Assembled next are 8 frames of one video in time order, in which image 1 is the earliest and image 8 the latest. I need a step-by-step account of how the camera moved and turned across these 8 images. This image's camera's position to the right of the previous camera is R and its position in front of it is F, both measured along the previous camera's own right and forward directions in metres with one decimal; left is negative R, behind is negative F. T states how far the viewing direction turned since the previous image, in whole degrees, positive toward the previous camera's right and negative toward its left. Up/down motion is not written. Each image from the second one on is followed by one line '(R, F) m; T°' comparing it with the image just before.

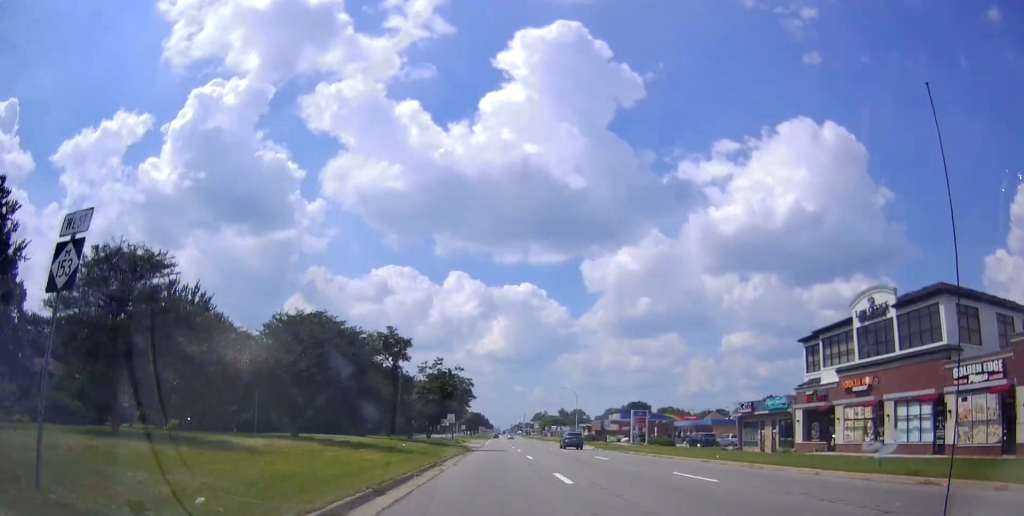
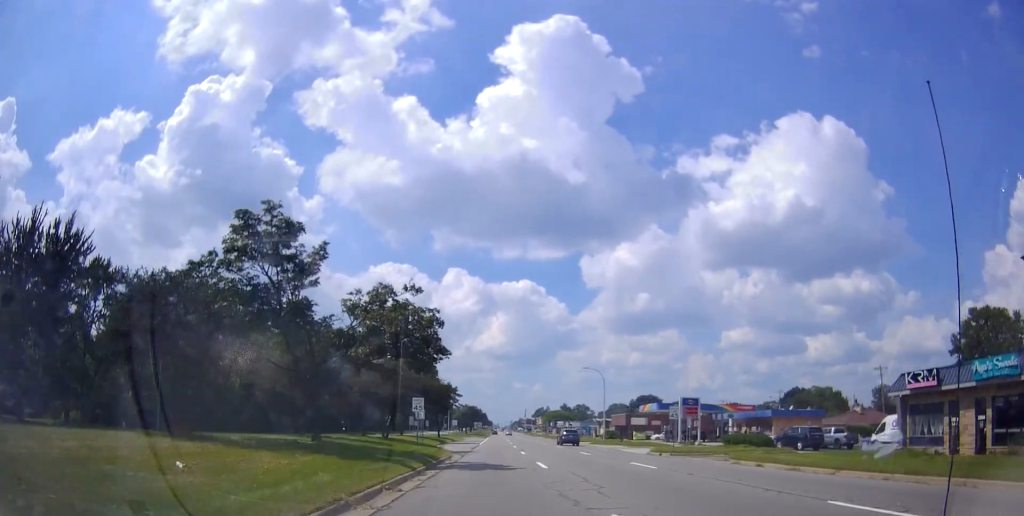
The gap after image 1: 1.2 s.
(+0.2, +25.4) m; -1°
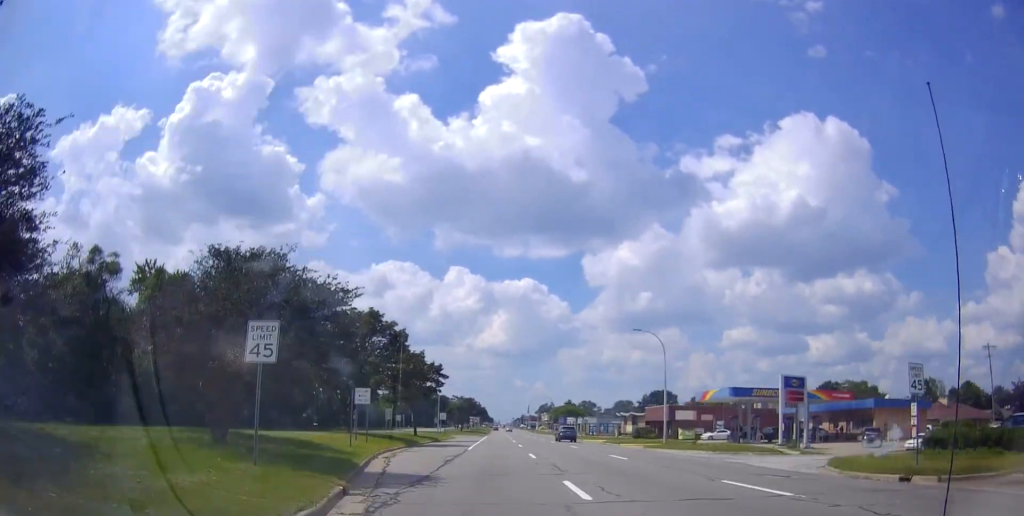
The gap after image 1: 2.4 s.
(-0.4, +25.5) m; 0°
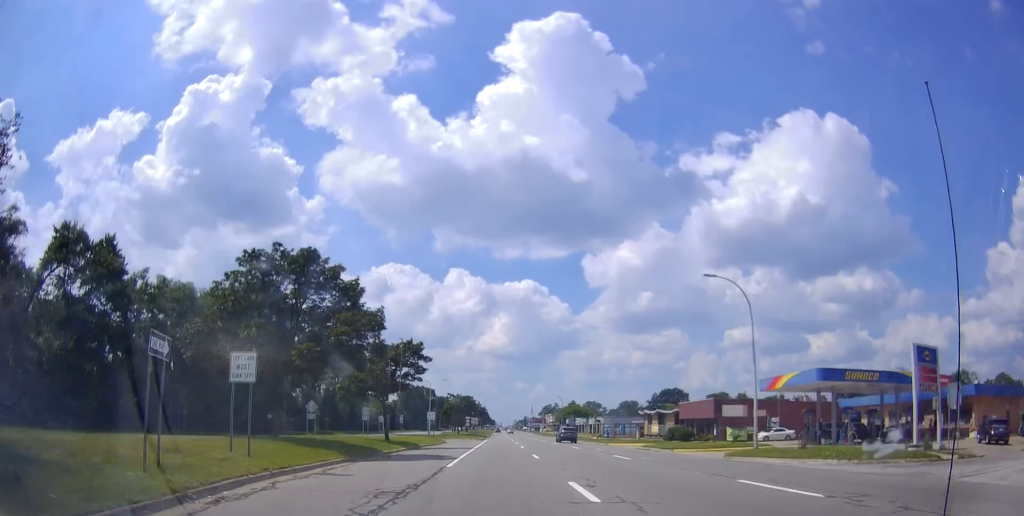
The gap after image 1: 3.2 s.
(+0.2, +16.4) m; +1°
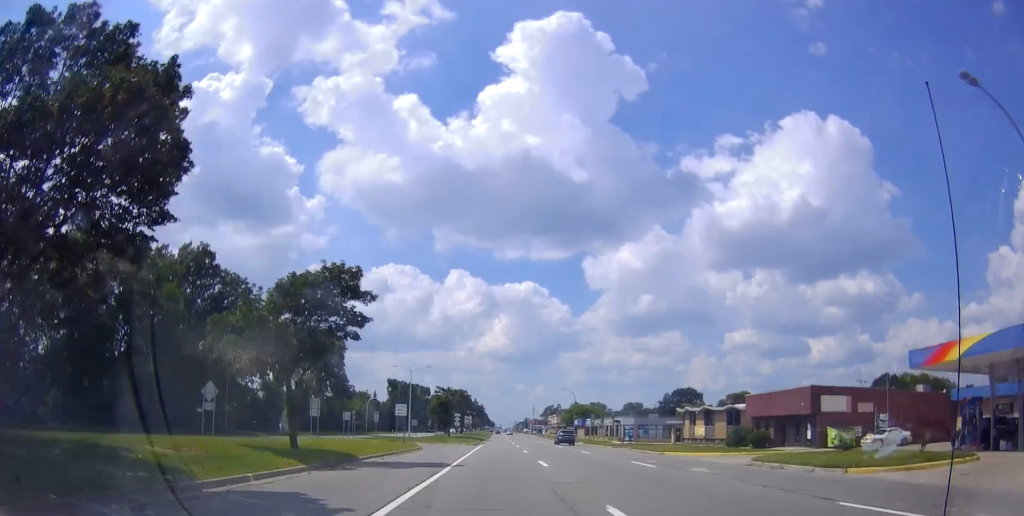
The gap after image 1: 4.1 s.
(+0.1, +20.7) m; 0°
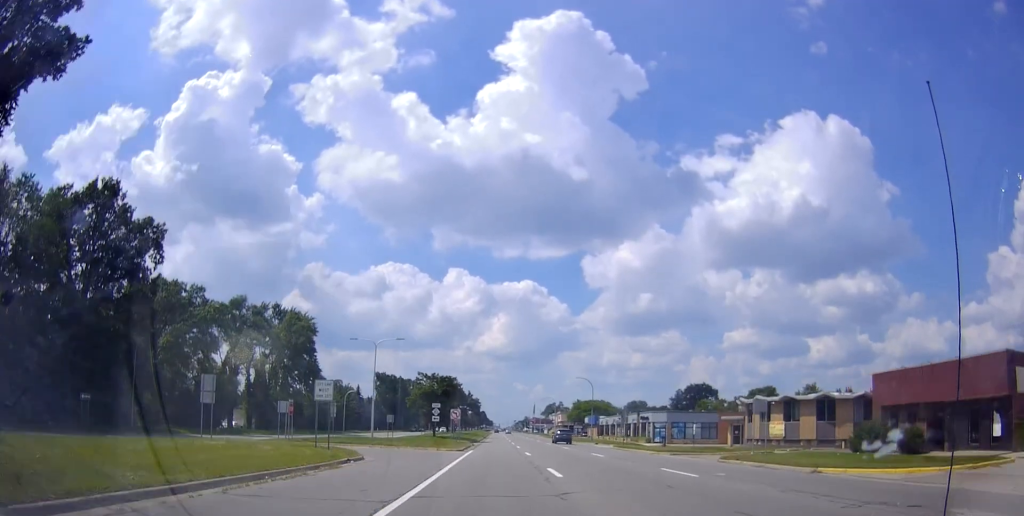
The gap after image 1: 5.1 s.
(-0.2, +20.7) m; 0°
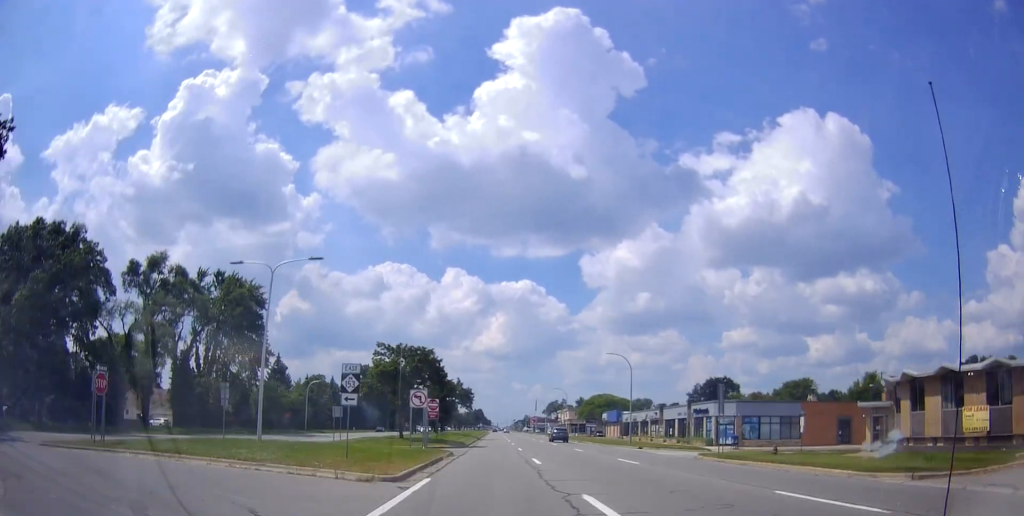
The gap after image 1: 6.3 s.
(+0.4, +25.0) m; 0°
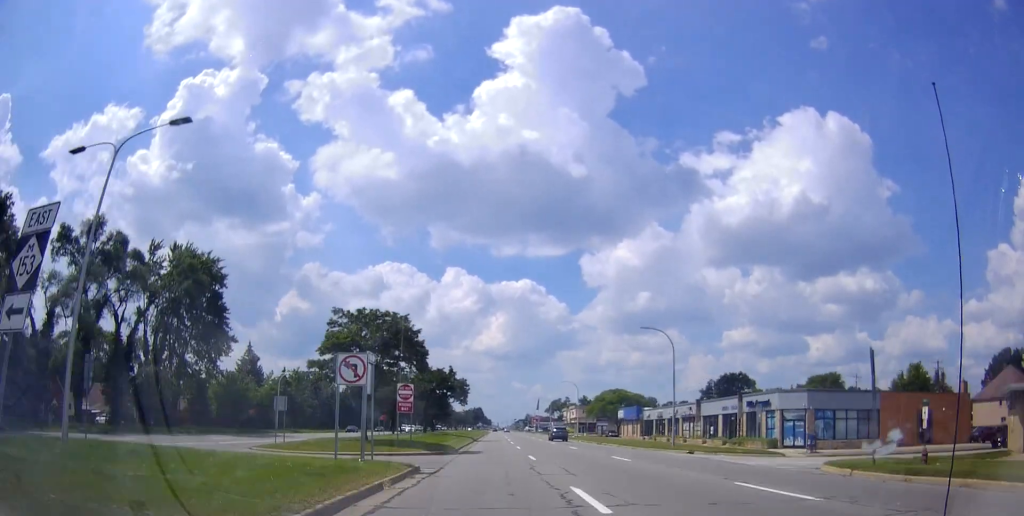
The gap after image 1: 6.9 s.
(0.0, +14.3) m; -1°
